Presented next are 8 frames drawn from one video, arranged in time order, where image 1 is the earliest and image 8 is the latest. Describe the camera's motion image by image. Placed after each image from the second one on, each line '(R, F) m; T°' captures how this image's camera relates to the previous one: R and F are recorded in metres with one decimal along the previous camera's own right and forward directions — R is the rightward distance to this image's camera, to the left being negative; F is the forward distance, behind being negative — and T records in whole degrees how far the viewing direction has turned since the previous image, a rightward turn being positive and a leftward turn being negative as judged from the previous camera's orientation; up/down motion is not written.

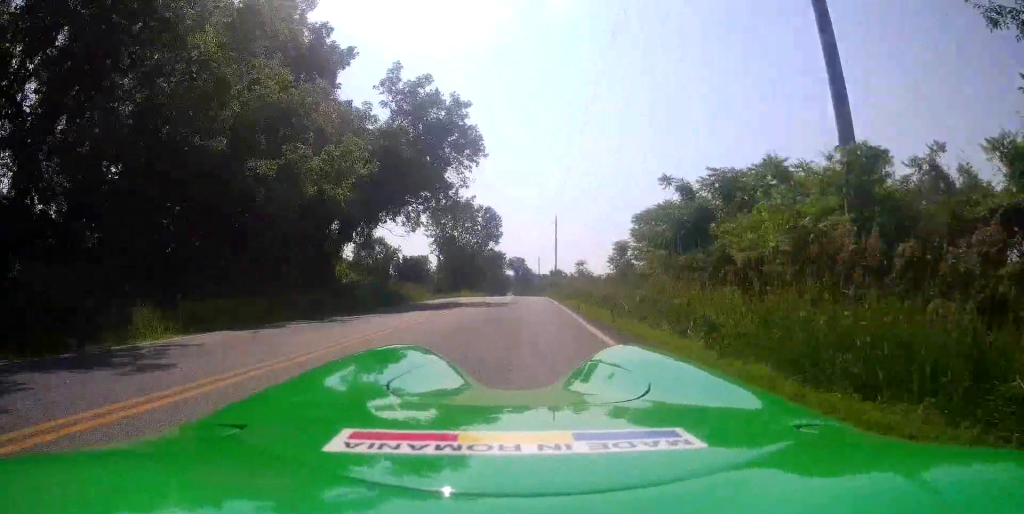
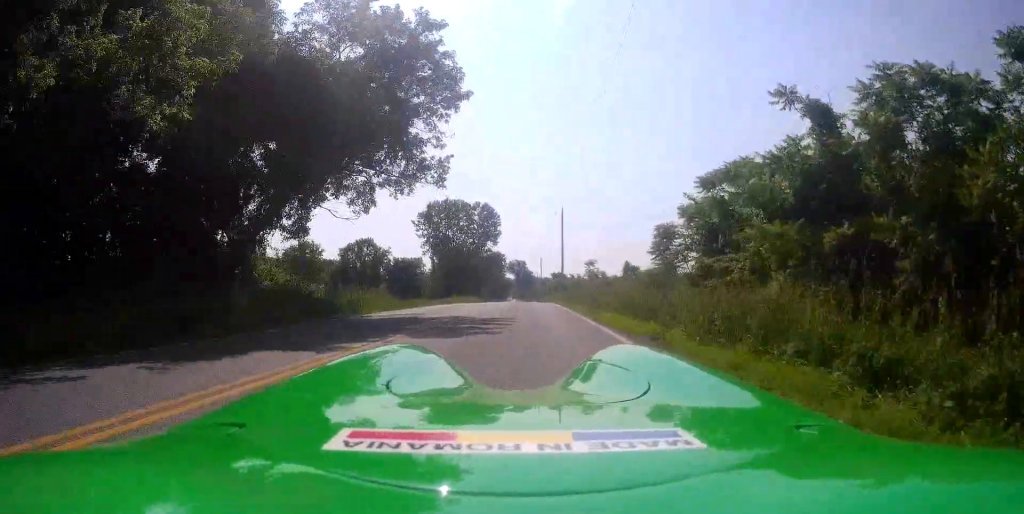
(+0.2, +10.6) m; 0°
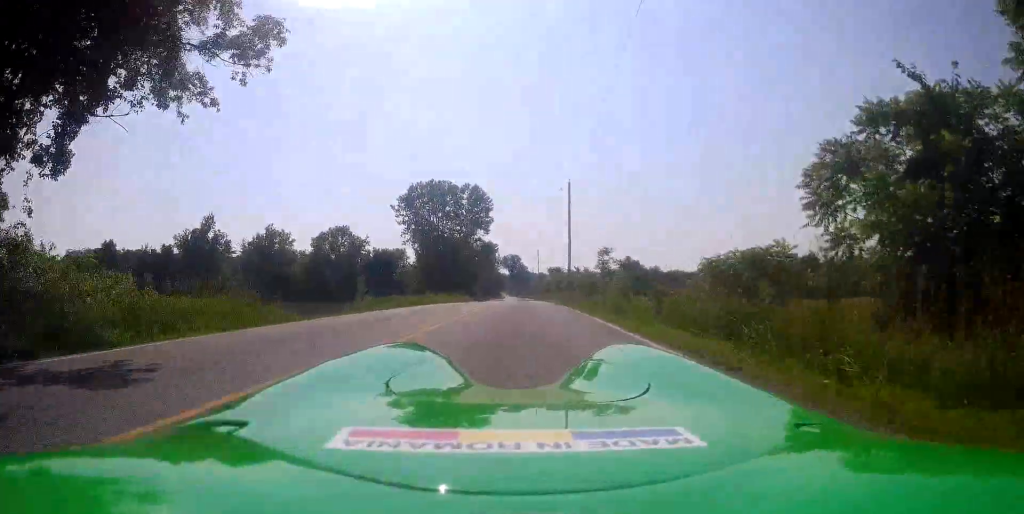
(-0.3, +14.0) m; -2°
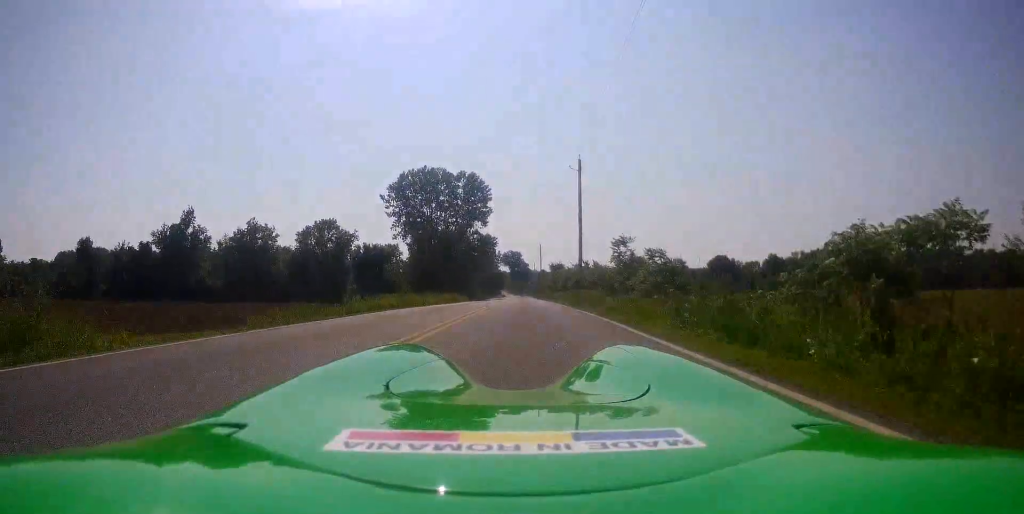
(0.0, +7.9) m; +1°
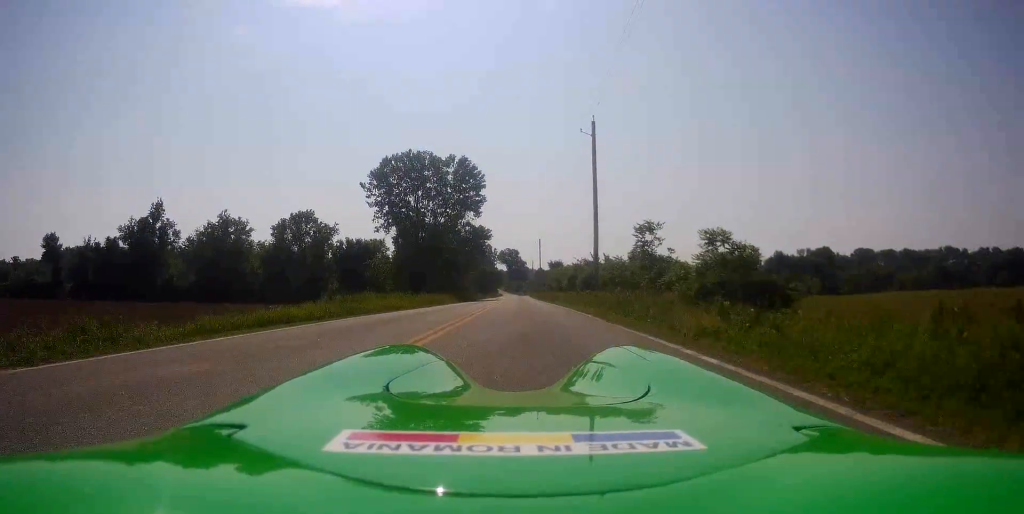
(+0.1, +9.3) m; +2°
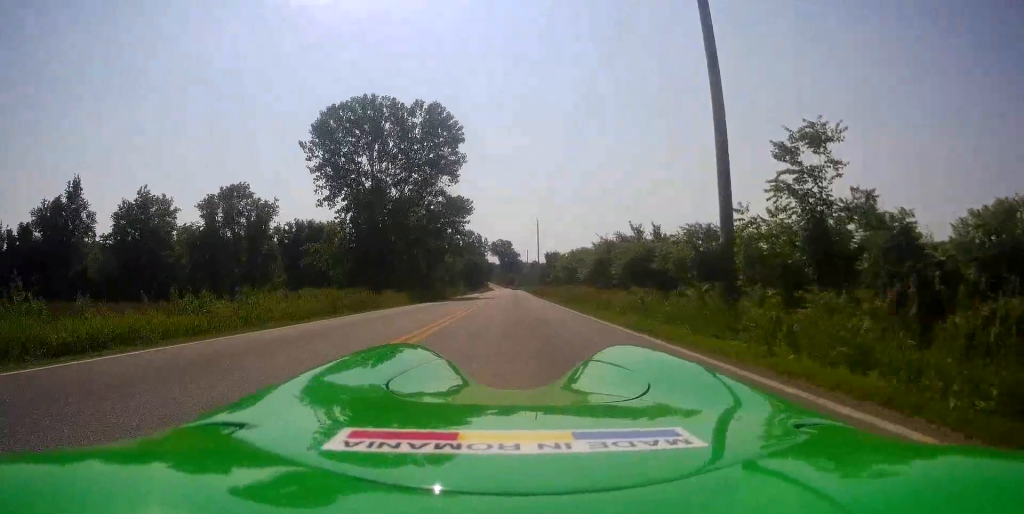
(-0.1, +20.6) m; -1°
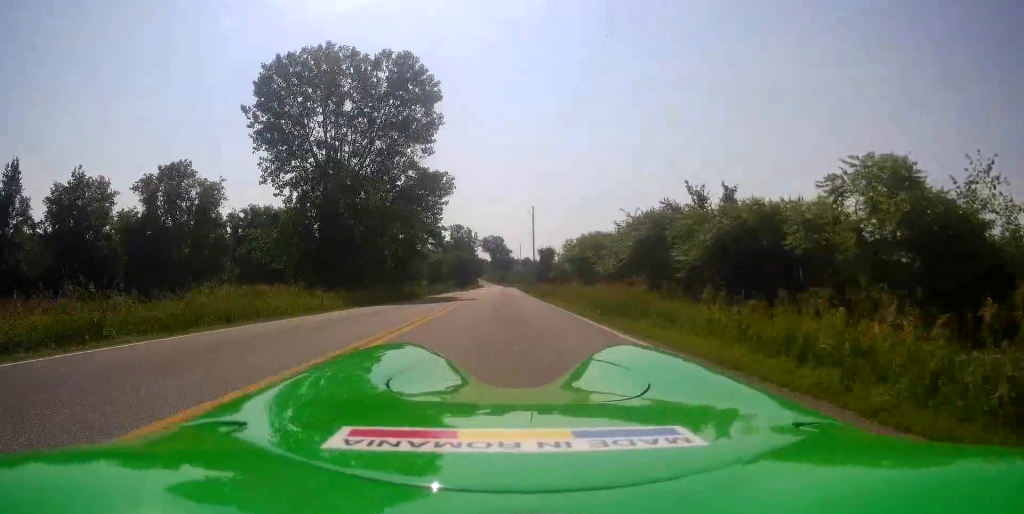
(+0.3, +12.0) m; +2°
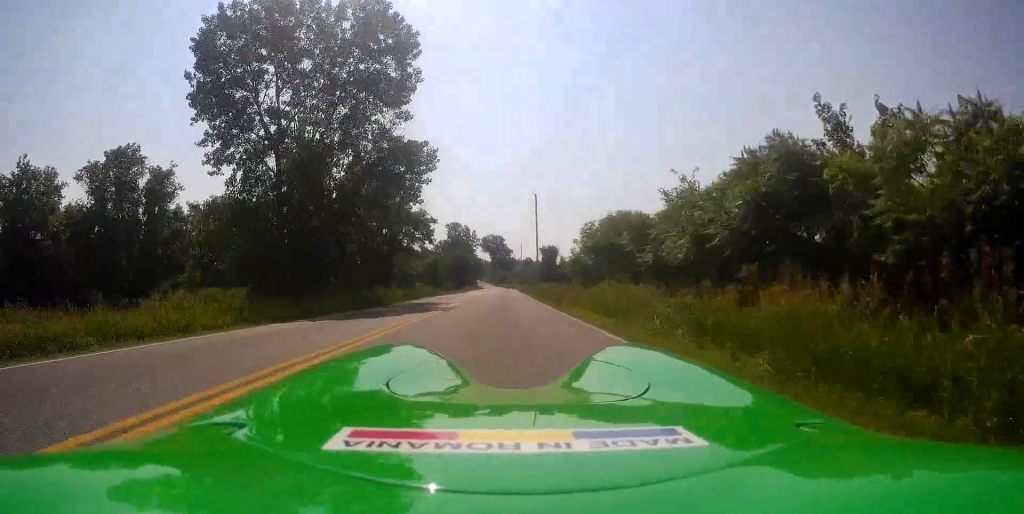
(+0.1, +9.1) m; -2°
